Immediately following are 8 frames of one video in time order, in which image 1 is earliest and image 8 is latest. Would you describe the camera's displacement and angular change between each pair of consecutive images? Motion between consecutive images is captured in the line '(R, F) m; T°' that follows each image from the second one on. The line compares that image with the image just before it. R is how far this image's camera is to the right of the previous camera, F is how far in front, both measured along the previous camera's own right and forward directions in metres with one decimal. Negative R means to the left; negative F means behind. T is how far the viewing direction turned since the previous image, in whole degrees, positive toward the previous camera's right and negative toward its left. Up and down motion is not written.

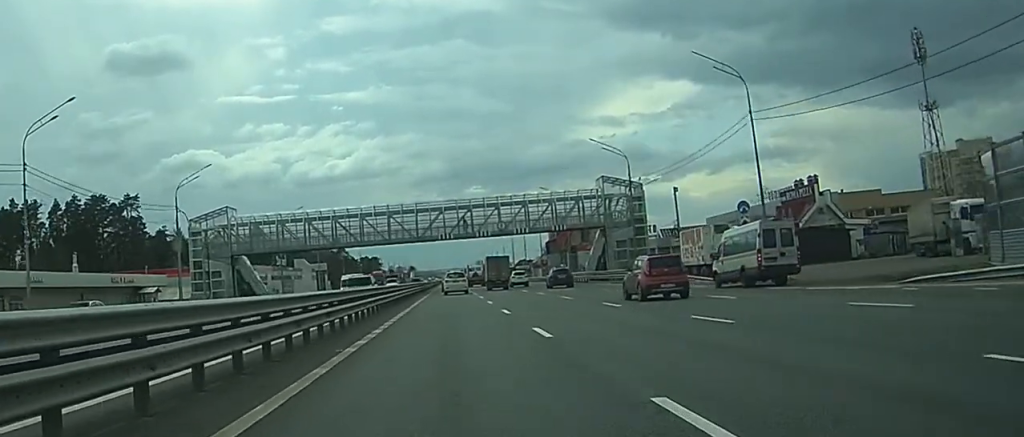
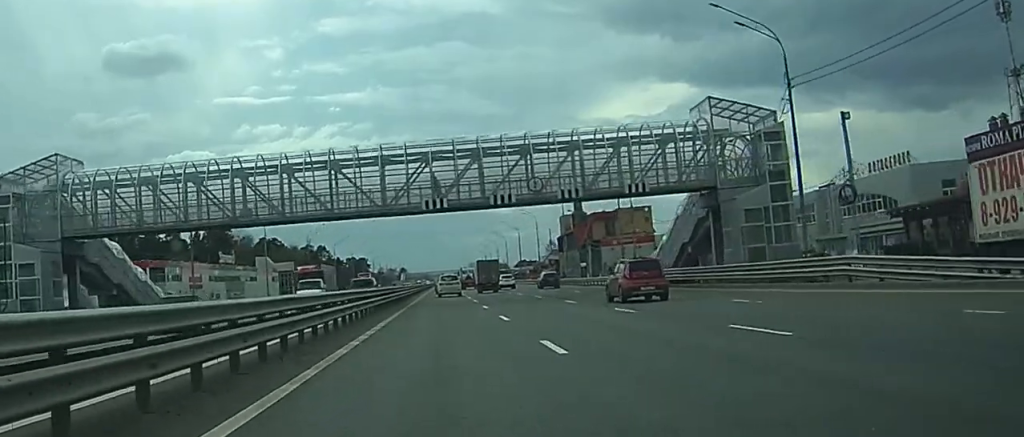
(+0.1, +38.5) m; +1°
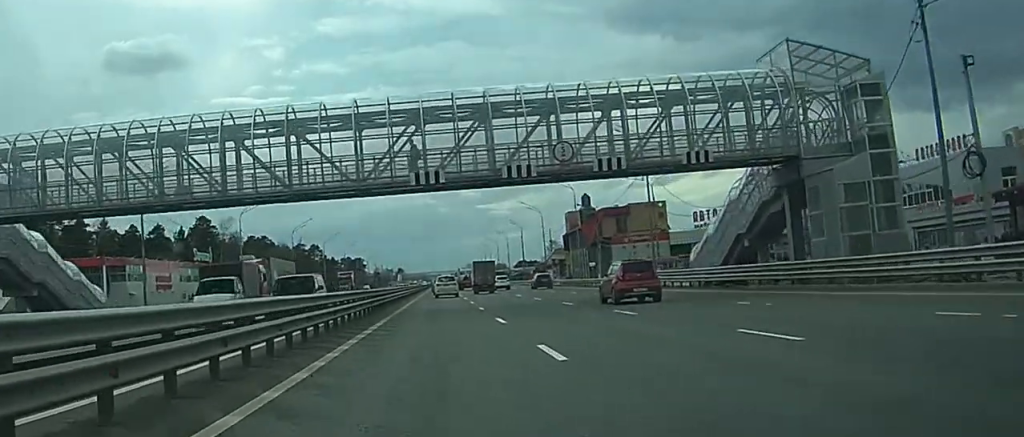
(+0.1, +12.2) m; 0°
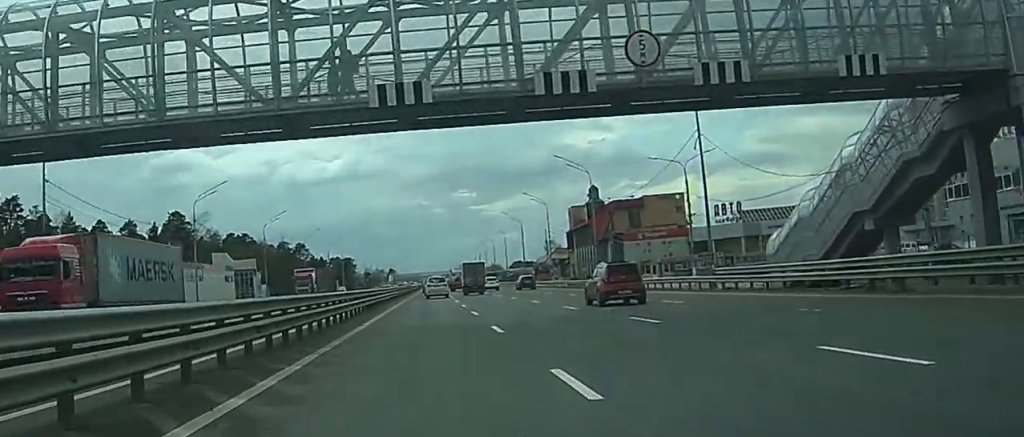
(0.0, +15.3) m; 0°
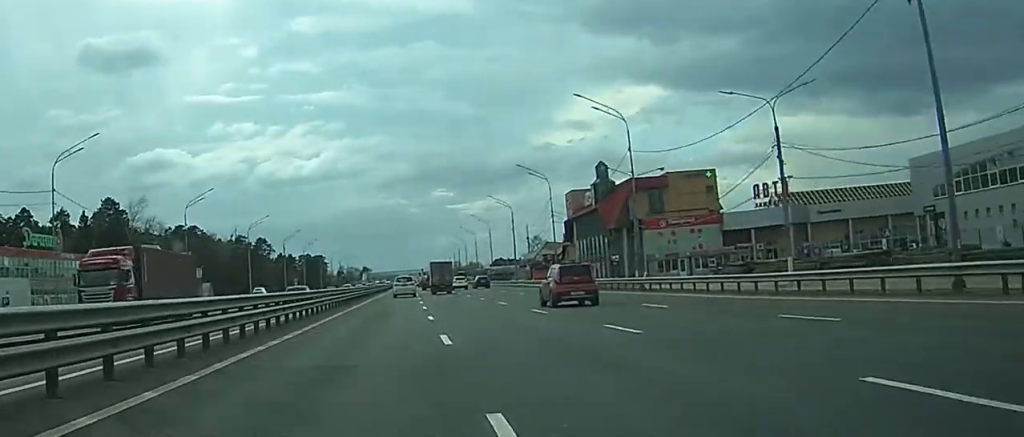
(-0.1, +25.4) m; 0°
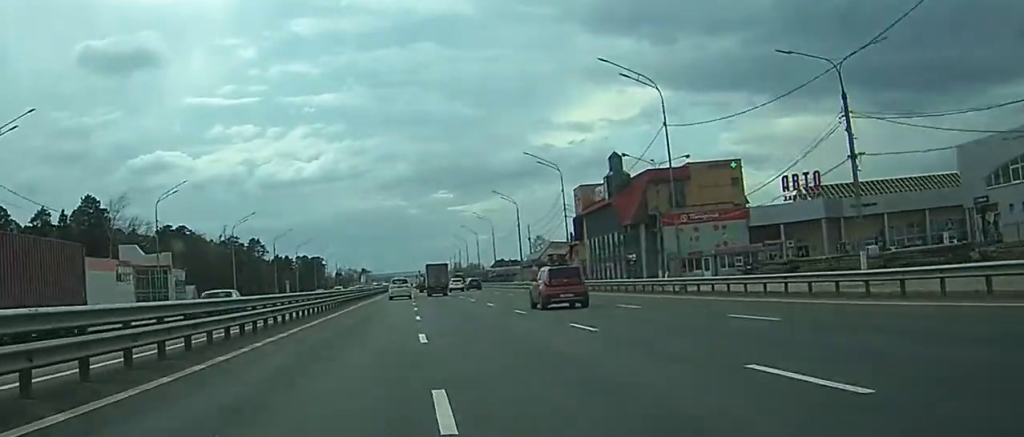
(+0.1, +9.0) m; 0°
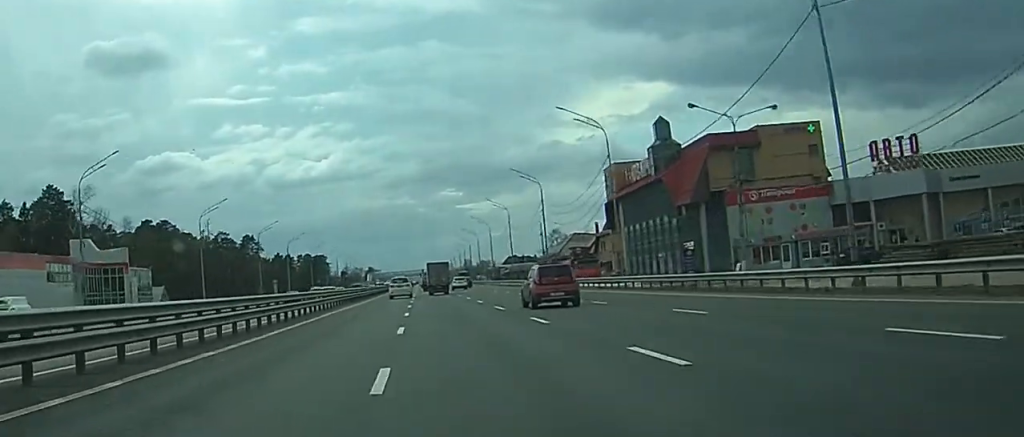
(+0.1, +18.8) m; 0°
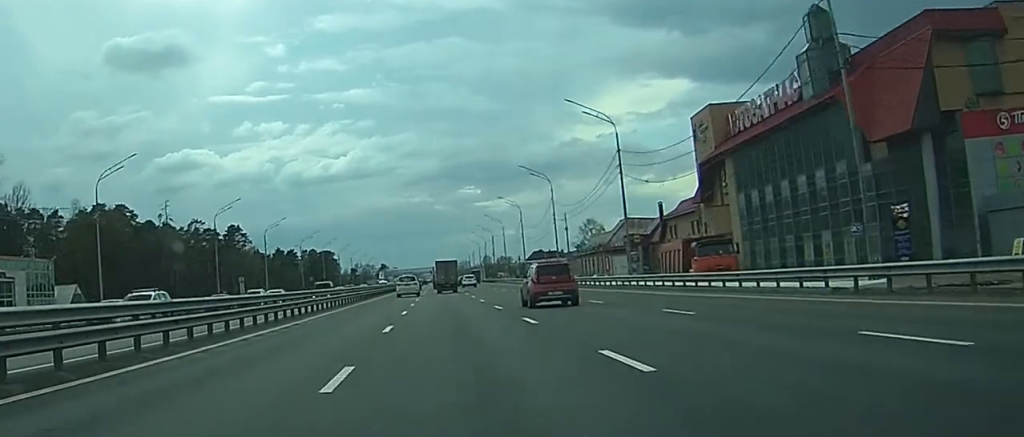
(+0.2, +34.1) m; +1°
